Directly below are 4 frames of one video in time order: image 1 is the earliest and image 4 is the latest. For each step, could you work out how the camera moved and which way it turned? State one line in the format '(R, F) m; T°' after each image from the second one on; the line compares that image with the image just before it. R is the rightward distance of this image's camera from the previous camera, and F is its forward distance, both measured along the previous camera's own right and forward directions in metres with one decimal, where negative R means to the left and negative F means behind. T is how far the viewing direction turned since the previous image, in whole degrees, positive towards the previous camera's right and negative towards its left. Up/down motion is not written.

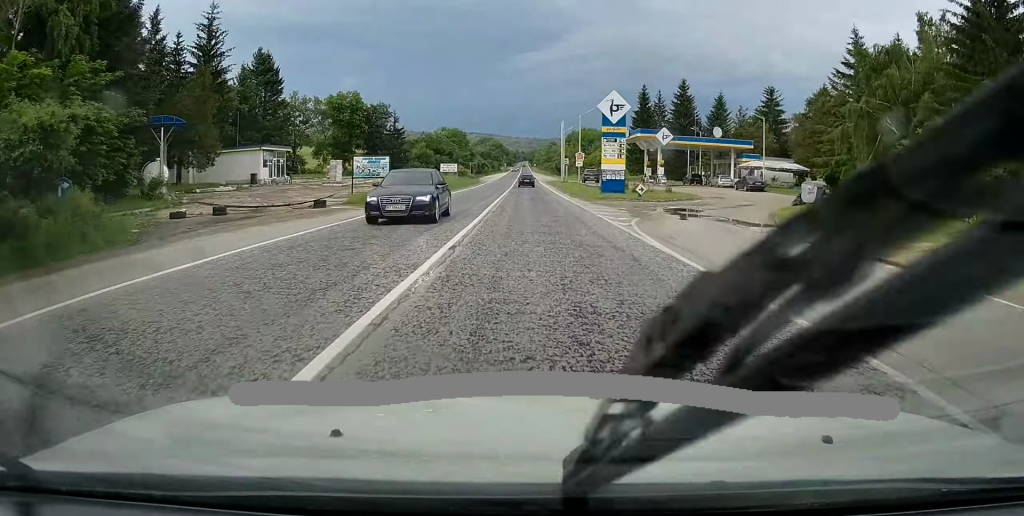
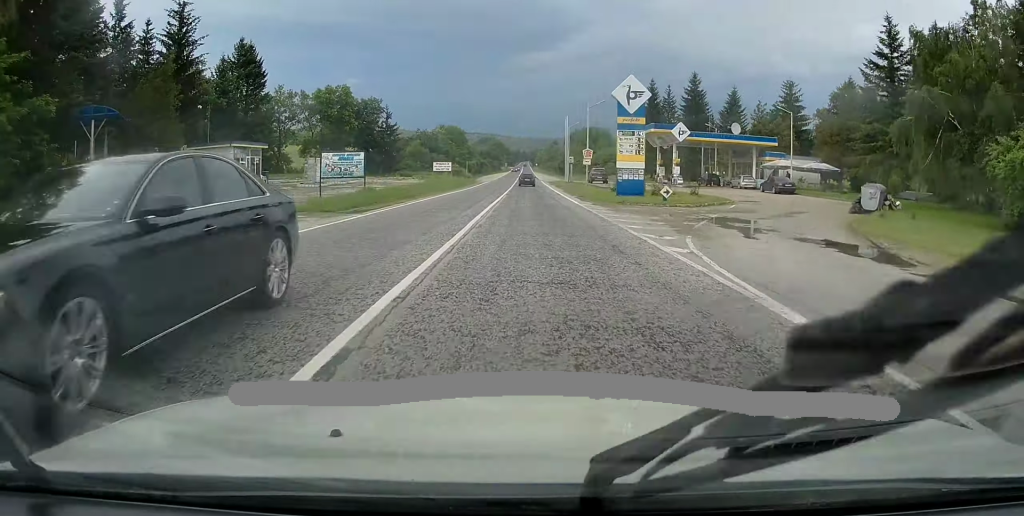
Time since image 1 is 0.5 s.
(+0.1, +6.9) m; 0°
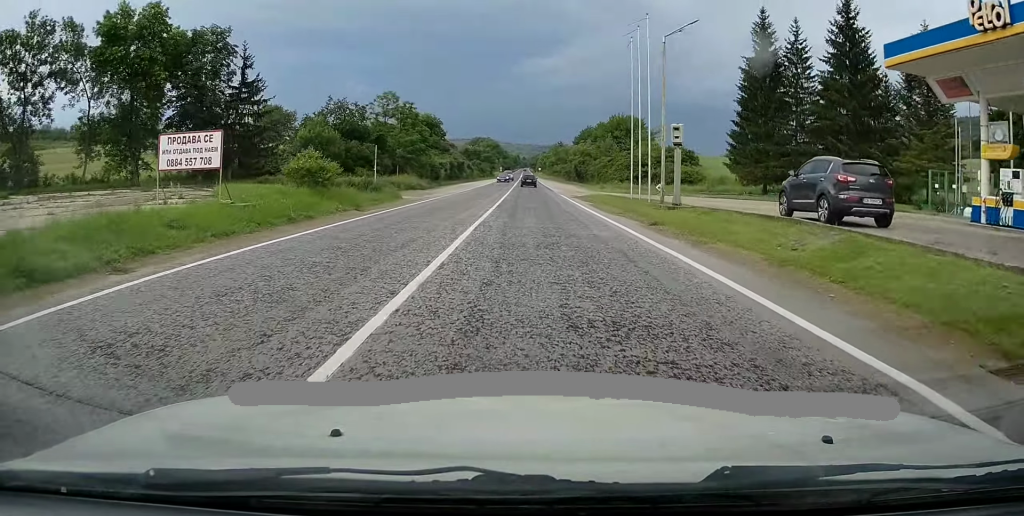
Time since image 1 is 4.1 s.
(+0.1, +54.0) m; +1°
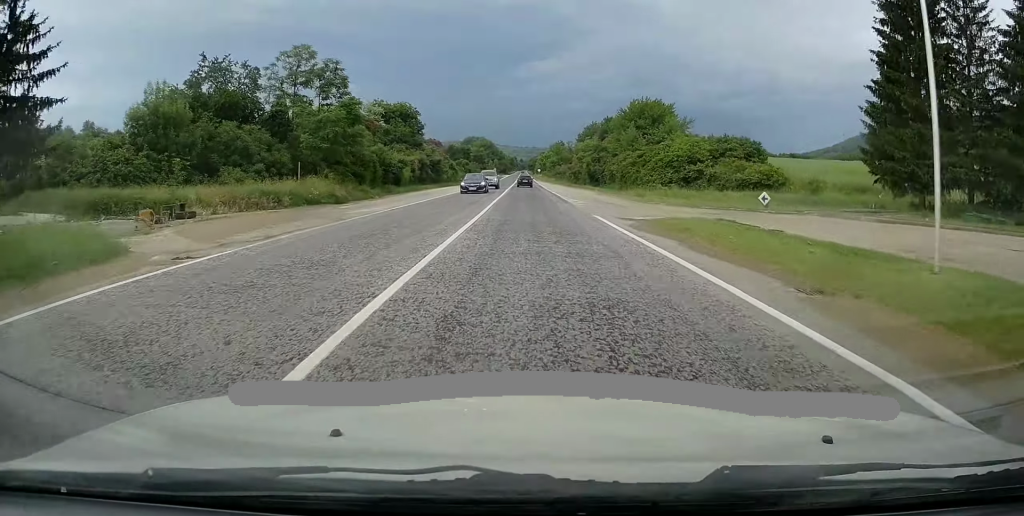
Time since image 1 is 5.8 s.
(-0.6, +26.0) m; -1°
